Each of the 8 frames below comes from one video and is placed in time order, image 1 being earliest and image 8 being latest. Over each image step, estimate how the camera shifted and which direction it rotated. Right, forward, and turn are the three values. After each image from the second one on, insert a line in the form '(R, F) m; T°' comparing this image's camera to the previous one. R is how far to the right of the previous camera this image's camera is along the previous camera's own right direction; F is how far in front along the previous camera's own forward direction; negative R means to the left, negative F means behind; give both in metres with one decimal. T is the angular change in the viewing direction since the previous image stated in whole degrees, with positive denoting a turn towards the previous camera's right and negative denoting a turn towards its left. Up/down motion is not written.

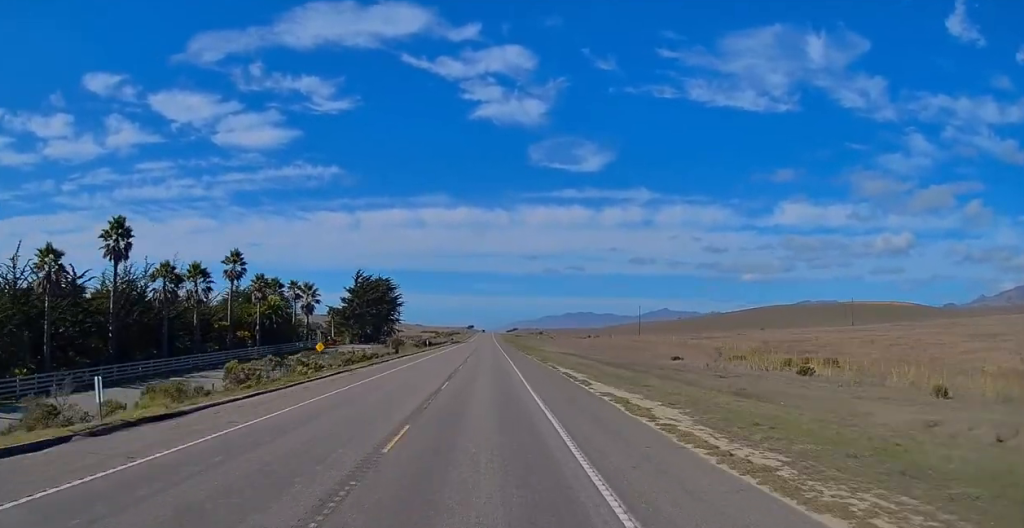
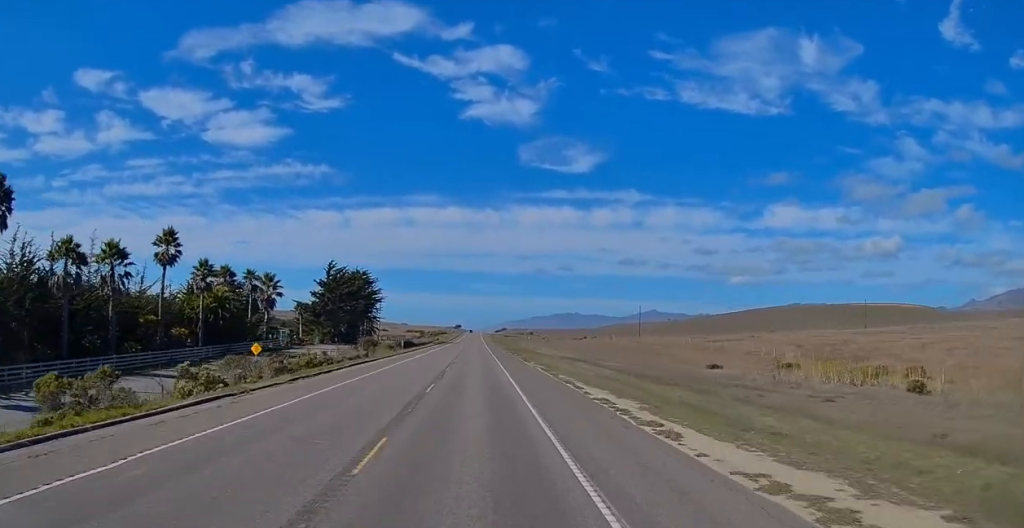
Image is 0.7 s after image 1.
(+0.1, +16.2) m; 0°
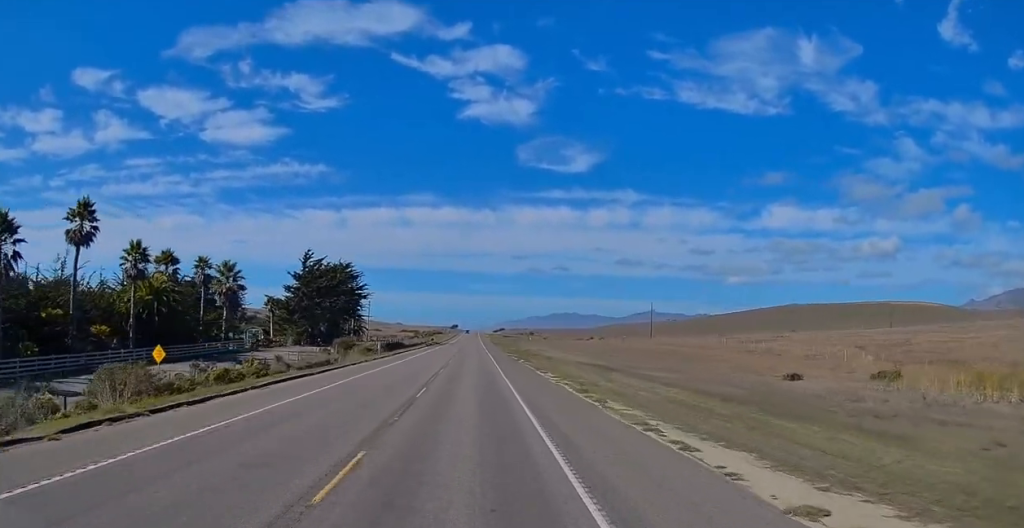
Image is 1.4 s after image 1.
(-0.2, +17.5) m; 0°
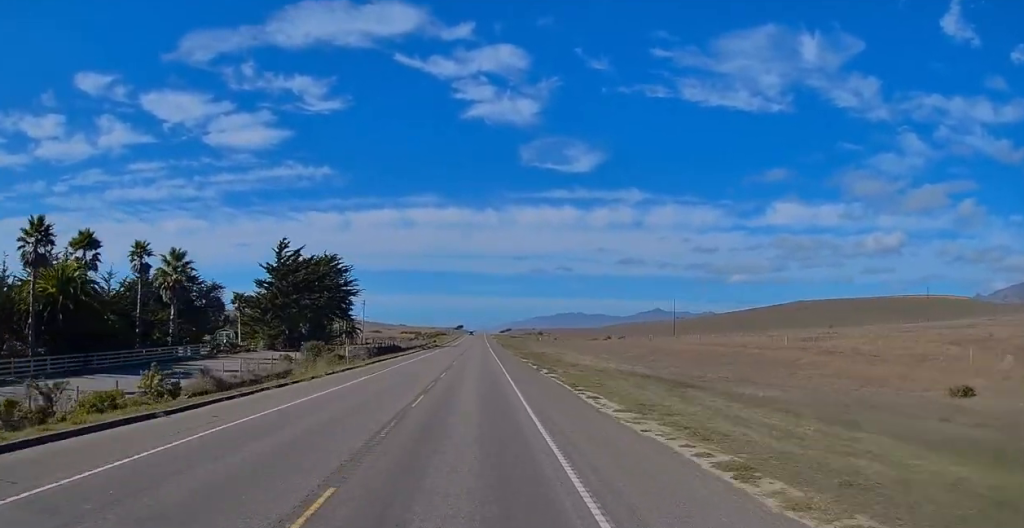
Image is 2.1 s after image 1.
(0.0, +17.1) m; 0°
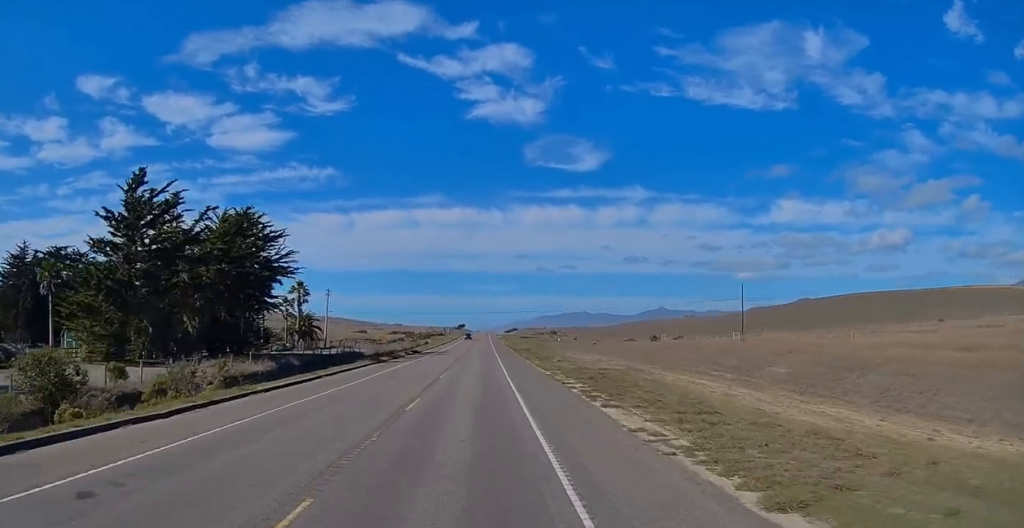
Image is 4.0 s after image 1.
(+0.5, +43.3) m; +1°
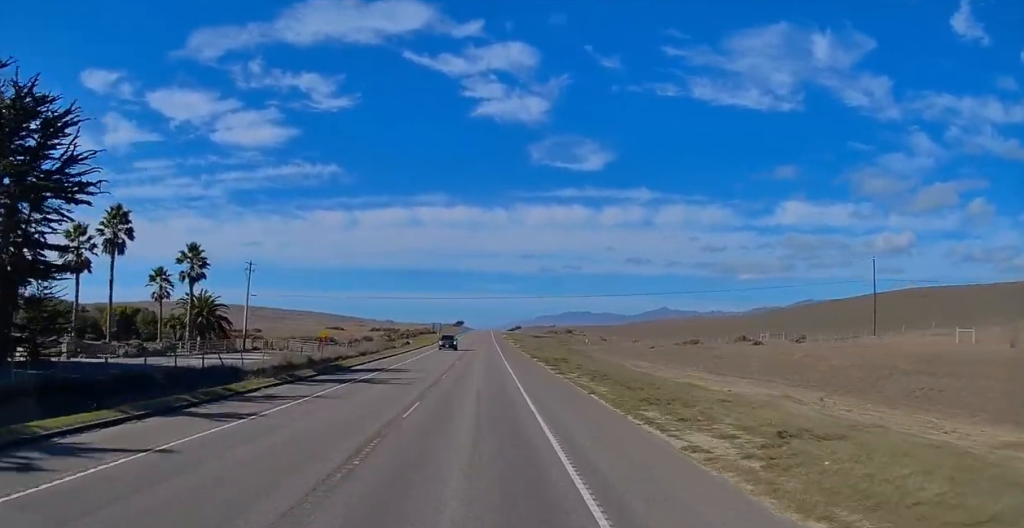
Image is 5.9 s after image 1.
(-0.1, +45.4) m; -1°
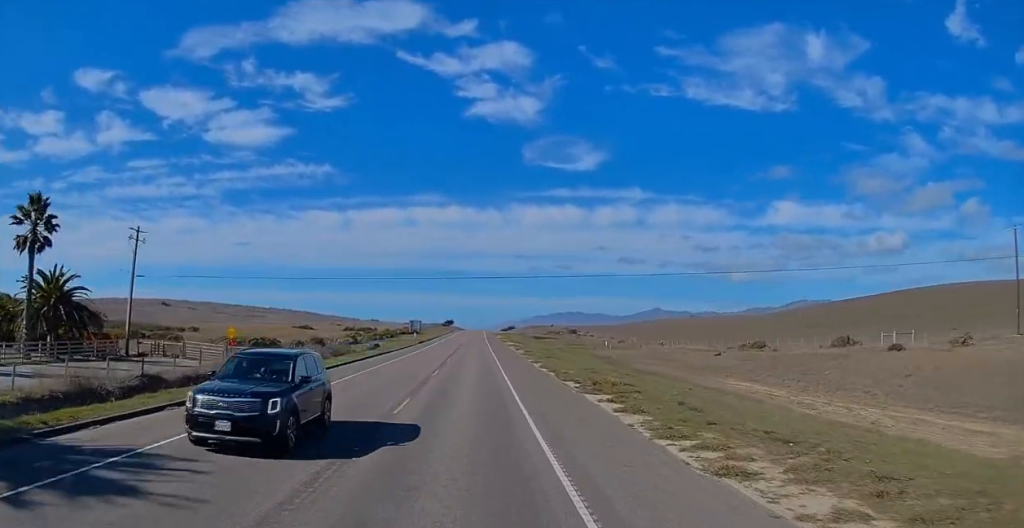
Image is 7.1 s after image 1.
(-0.1, +30.1) m; 0°
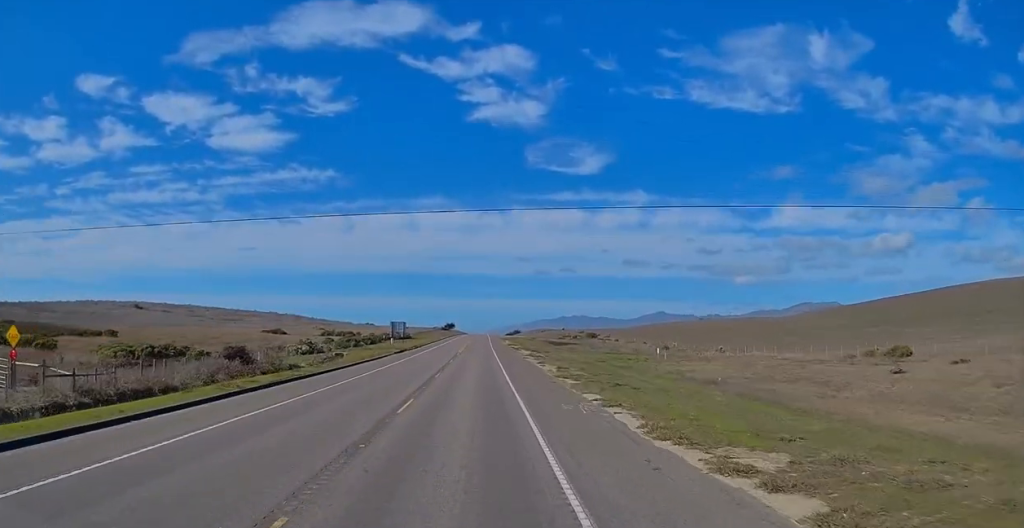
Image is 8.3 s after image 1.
(+0.2, +28.5) m; 0°
